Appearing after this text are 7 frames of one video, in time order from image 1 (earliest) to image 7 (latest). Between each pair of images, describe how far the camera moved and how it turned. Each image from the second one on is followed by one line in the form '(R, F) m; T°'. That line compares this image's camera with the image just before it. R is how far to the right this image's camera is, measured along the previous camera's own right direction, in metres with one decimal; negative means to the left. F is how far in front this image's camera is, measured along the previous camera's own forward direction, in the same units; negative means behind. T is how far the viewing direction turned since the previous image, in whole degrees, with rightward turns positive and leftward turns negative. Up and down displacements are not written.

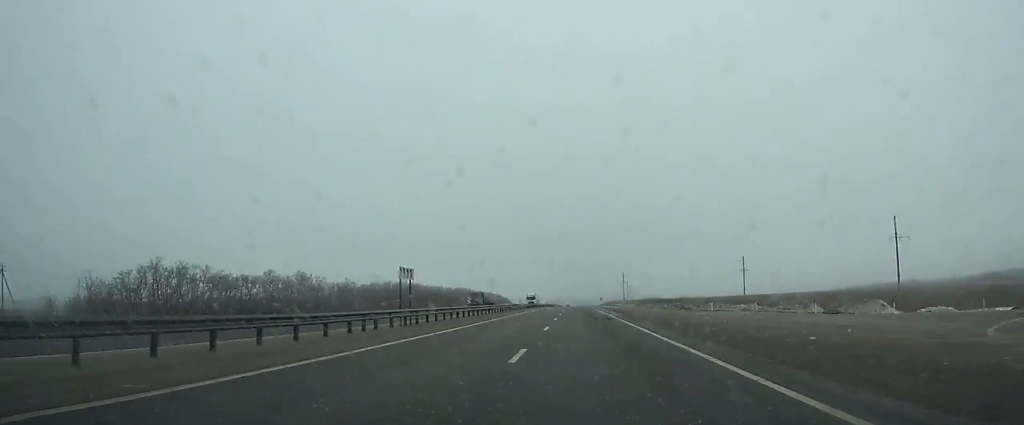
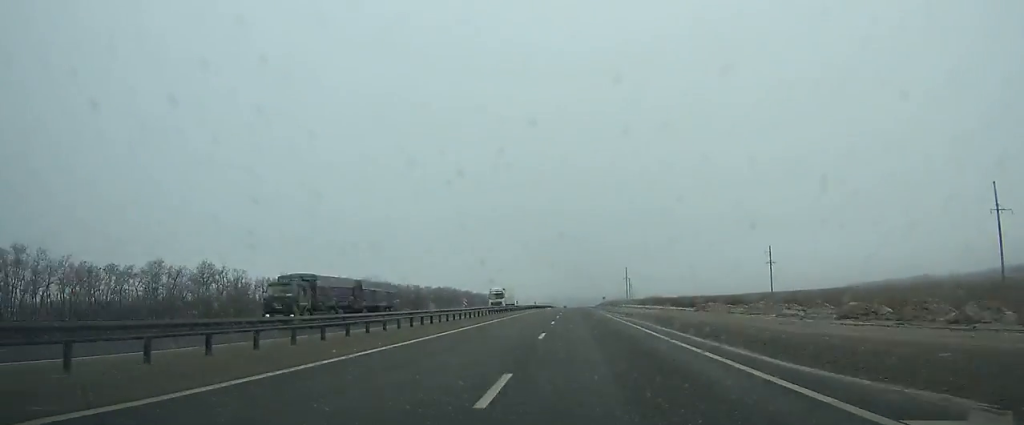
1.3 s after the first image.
(+0.1, +39.8) m; 0°
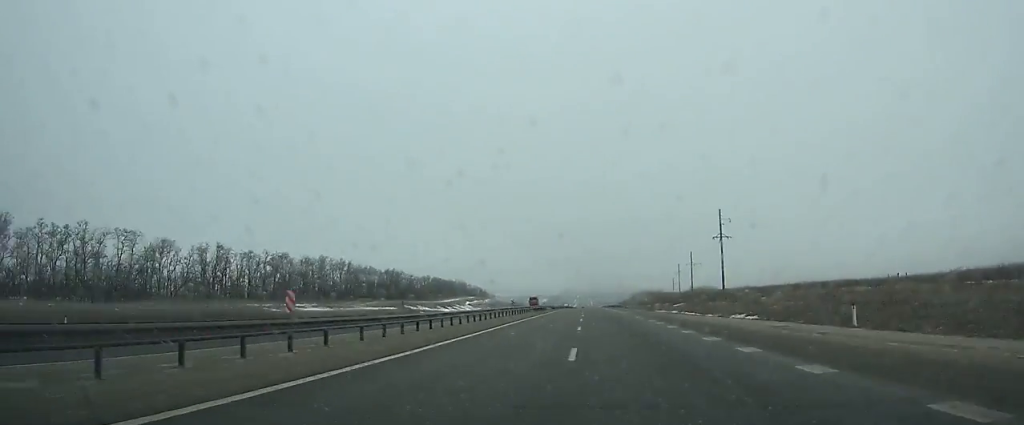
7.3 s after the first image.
(-1.1, +176.5) m; -1°
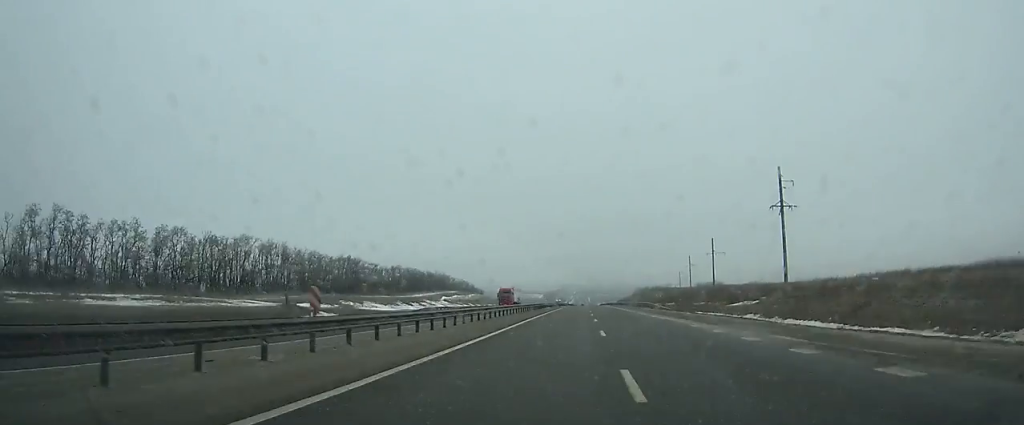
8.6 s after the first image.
(-0.2, +36.7) m; 0°
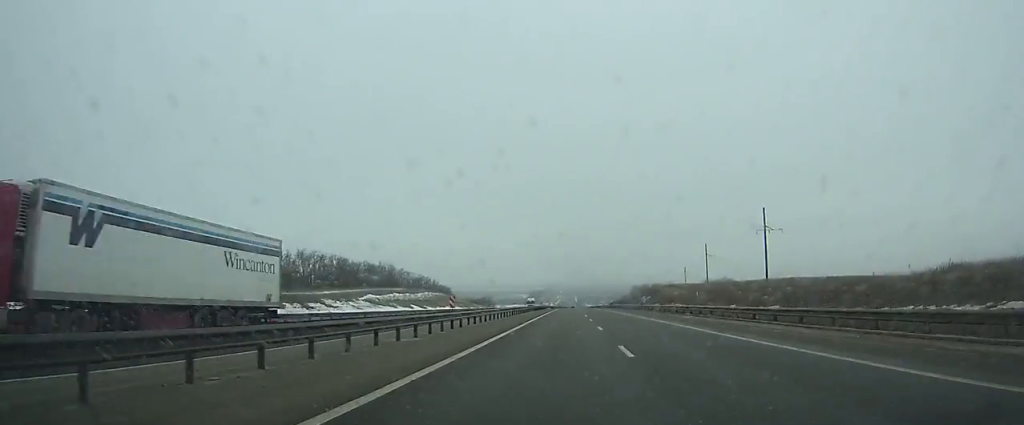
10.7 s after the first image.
(+0.3, +60.9) m; 0°
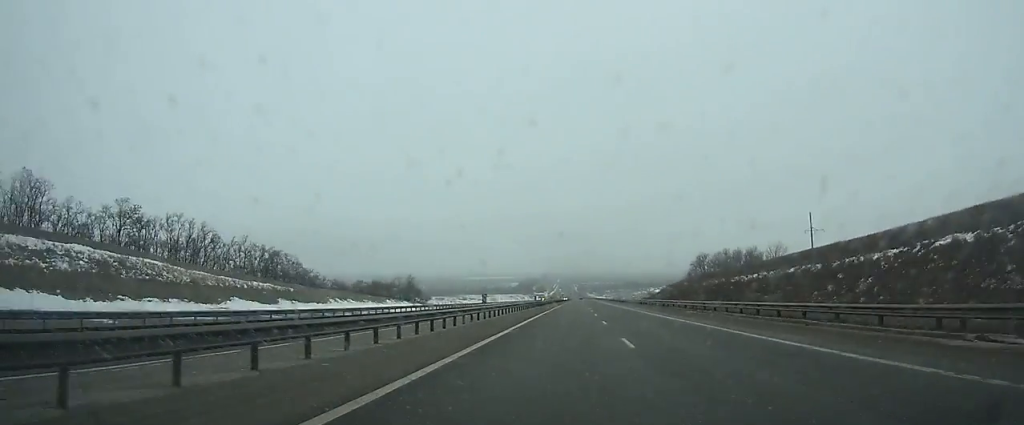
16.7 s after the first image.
(+0.8, +182.4) m; +1°
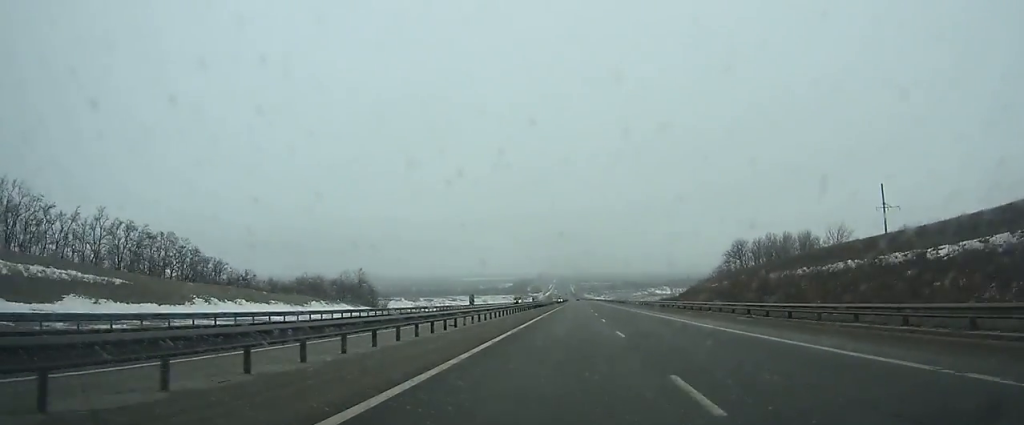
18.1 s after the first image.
(-0.1, +43.7) m; 0°
